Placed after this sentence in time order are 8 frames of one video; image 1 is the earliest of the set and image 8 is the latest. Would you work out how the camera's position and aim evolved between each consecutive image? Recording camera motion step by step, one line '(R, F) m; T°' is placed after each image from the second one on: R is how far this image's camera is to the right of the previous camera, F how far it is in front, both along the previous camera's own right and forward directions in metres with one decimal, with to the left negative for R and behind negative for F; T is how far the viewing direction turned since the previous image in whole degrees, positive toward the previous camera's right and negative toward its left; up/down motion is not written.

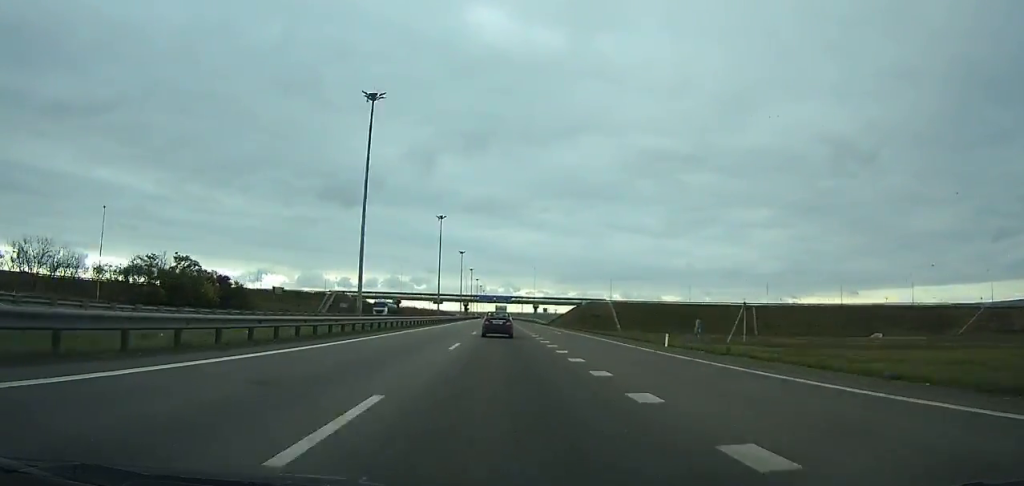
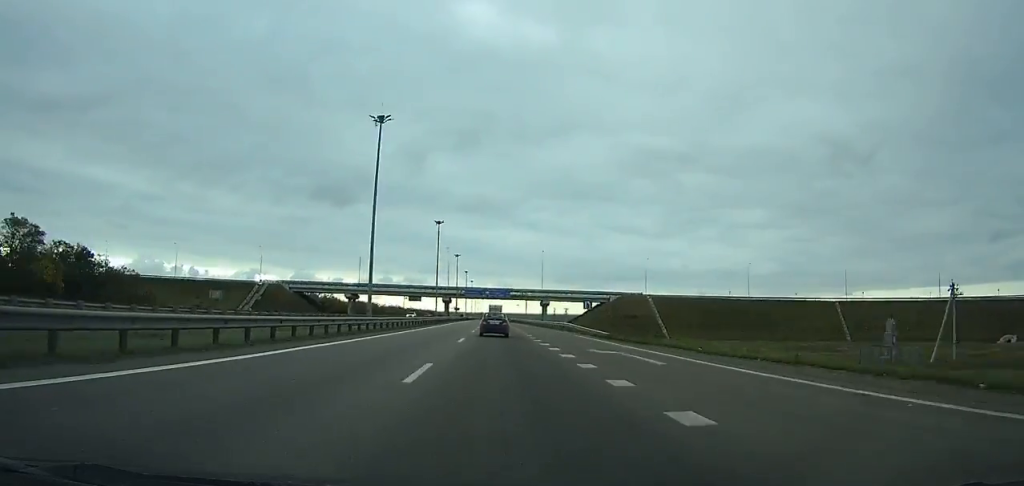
(0.0, +56.2) m; 0°
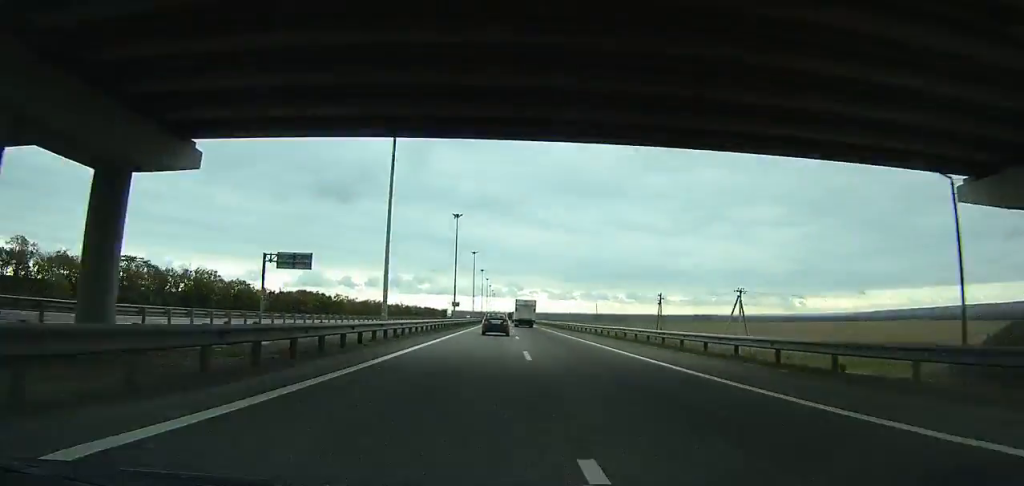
(-1.0, +133.3) m; -1°
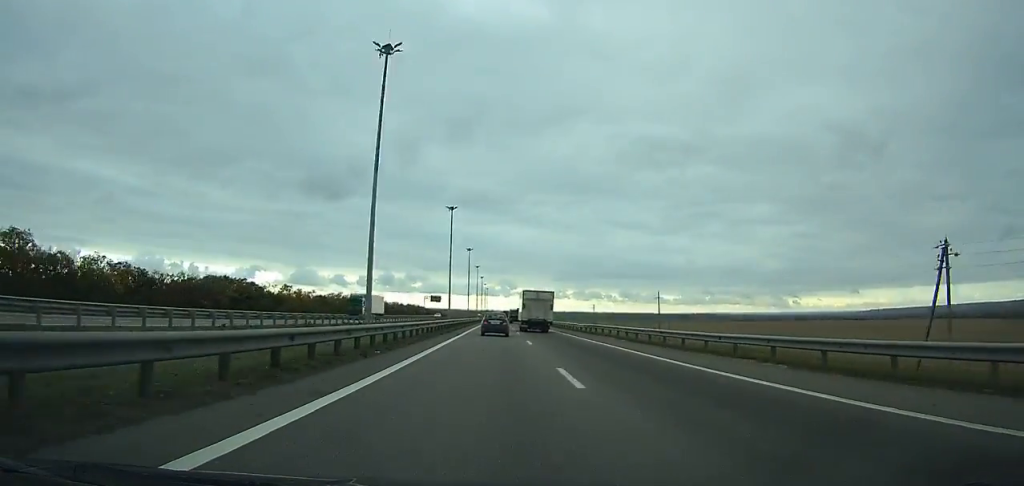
(-0.2, +69.8) m; 0°
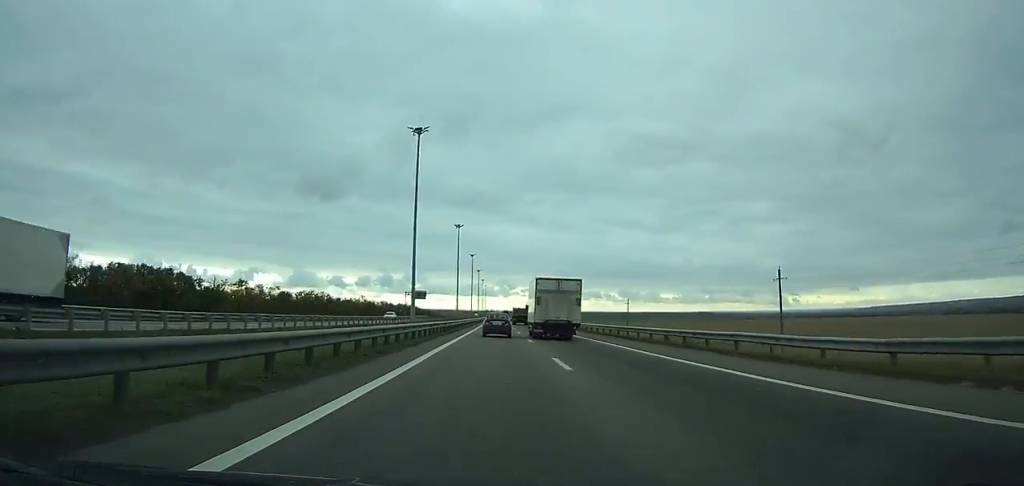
(+0.1, +42.7) m; 0°
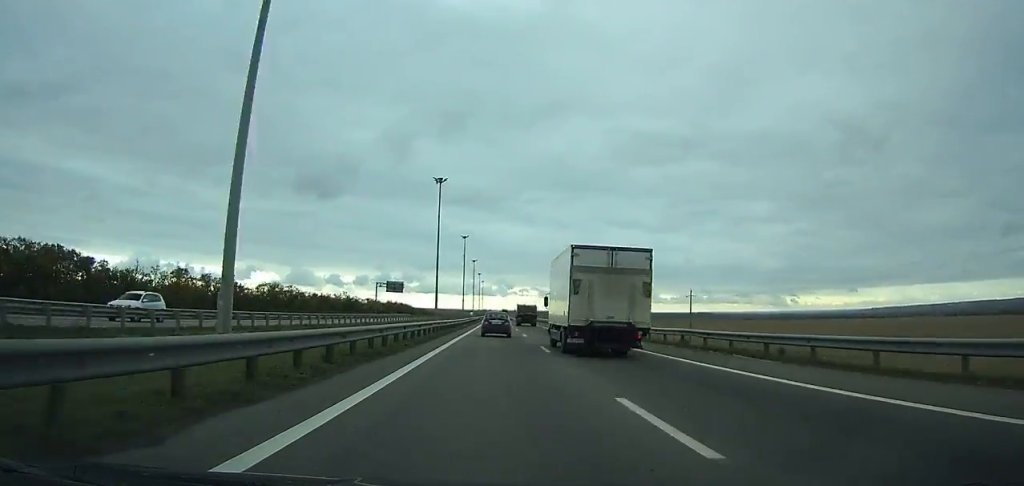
(+0.2, +40.7) m; 0°
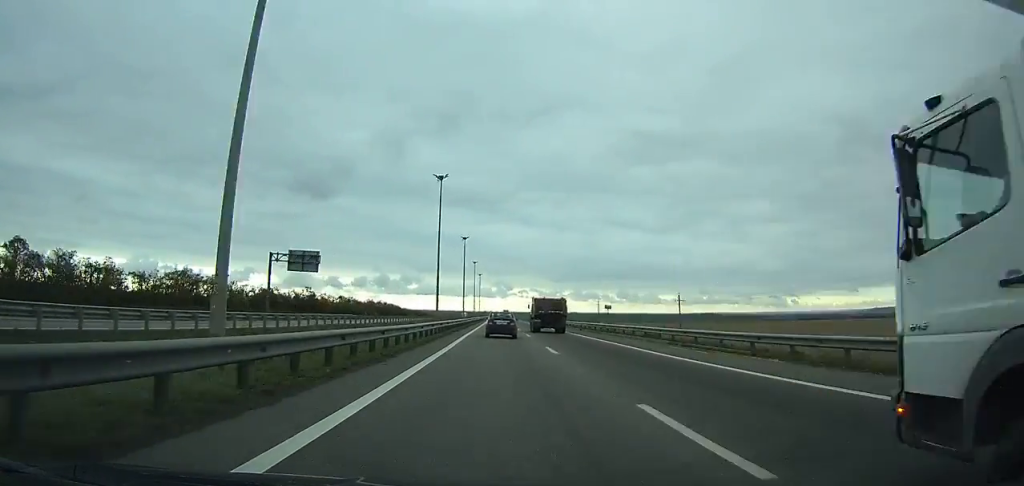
(+0.2, +64.4) m; 0°
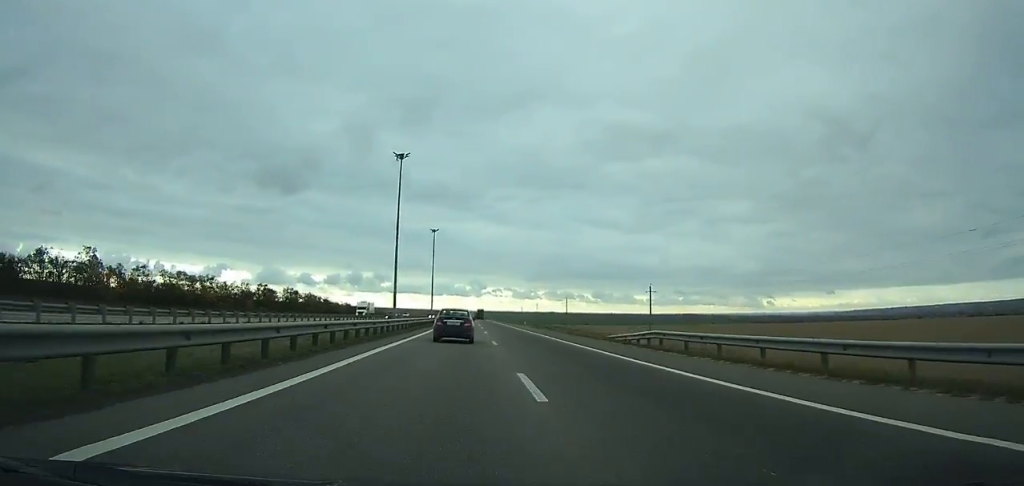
(+0.6, +139.5) m; +1°
